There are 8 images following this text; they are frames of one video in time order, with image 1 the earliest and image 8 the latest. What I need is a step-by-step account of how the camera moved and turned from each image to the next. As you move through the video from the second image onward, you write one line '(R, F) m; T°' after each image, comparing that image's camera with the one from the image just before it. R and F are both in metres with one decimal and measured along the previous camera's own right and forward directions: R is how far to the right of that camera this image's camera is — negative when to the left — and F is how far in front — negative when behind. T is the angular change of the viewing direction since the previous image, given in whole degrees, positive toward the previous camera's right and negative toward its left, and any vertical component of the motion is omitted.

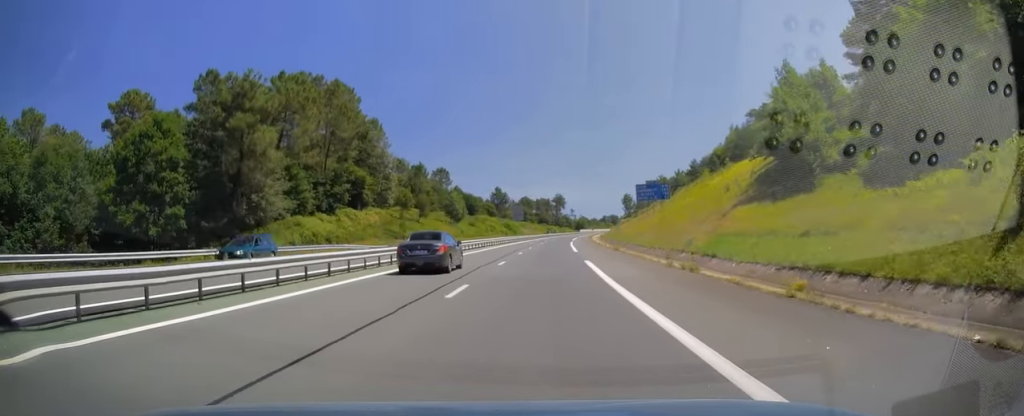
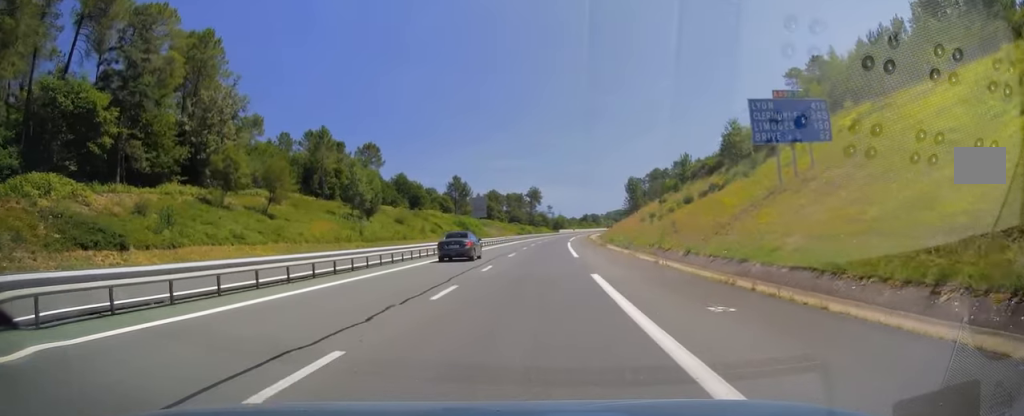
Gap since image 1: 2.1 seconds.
(+1.9, +60.2) m; +3°
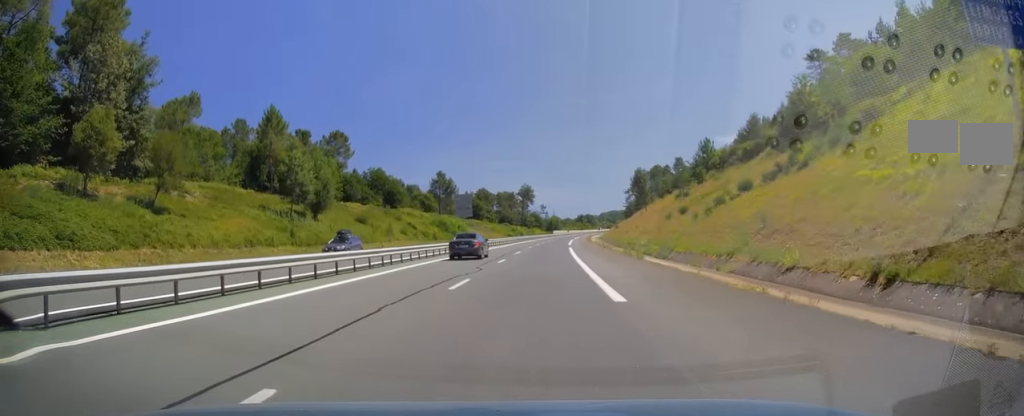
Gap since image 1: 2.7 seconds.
(0.0, +19.6) m; 0°
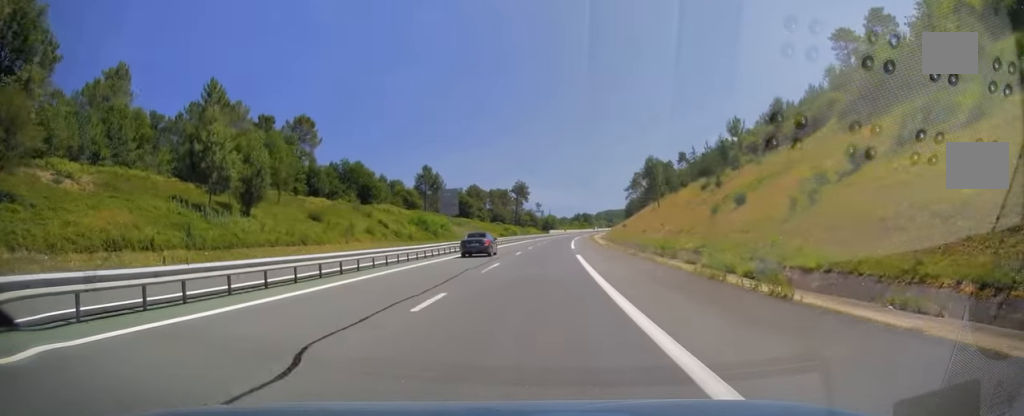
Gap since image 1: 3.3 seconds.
(-0.1, +17.1) m; +1°
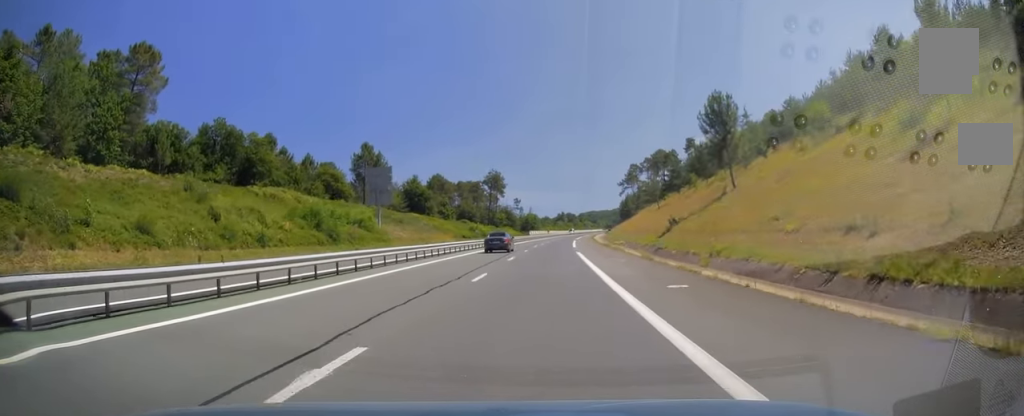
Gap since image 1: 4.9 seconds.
(+0.8, +46.6) m; +2°
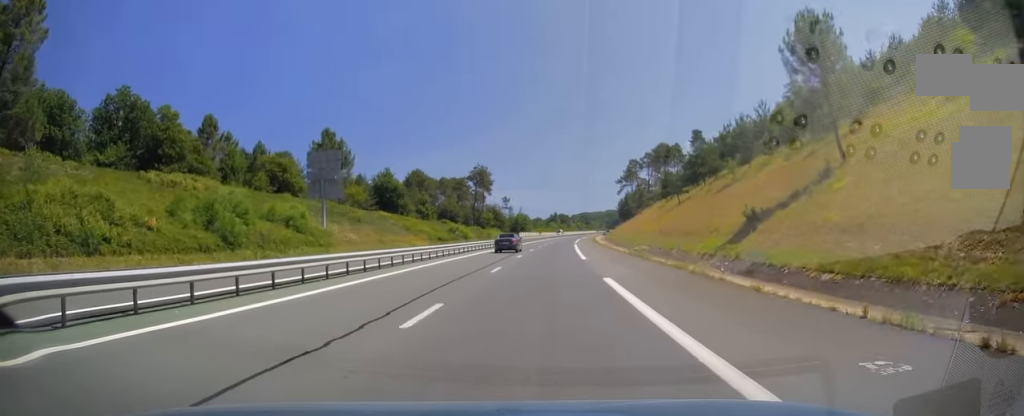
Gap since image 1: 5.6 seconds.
(0.0, +21.1) m; +1°
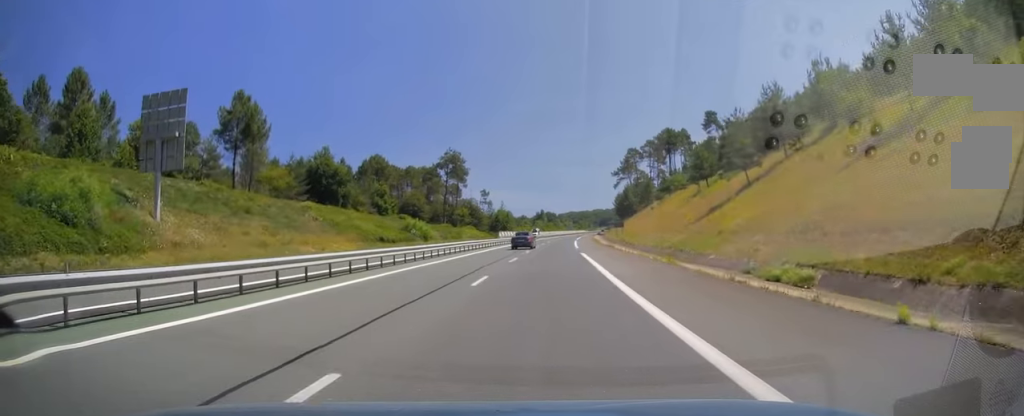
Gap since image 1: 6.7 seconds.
(+0.6, +31.8) m; +1°
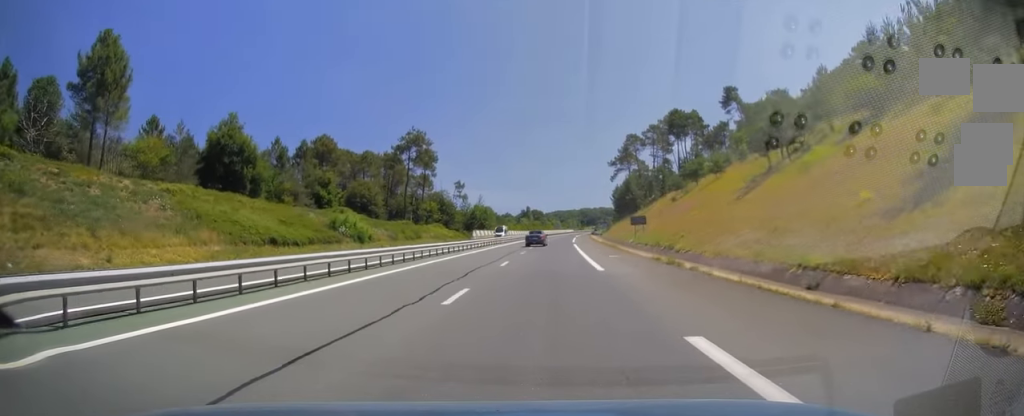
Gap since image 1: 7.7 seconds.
(0.0, +29.8) m; +1°
